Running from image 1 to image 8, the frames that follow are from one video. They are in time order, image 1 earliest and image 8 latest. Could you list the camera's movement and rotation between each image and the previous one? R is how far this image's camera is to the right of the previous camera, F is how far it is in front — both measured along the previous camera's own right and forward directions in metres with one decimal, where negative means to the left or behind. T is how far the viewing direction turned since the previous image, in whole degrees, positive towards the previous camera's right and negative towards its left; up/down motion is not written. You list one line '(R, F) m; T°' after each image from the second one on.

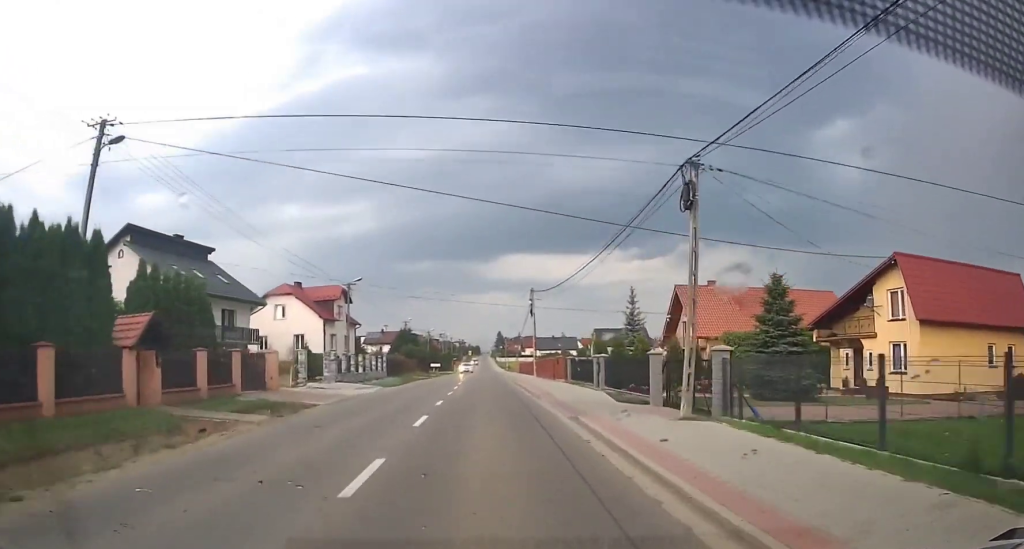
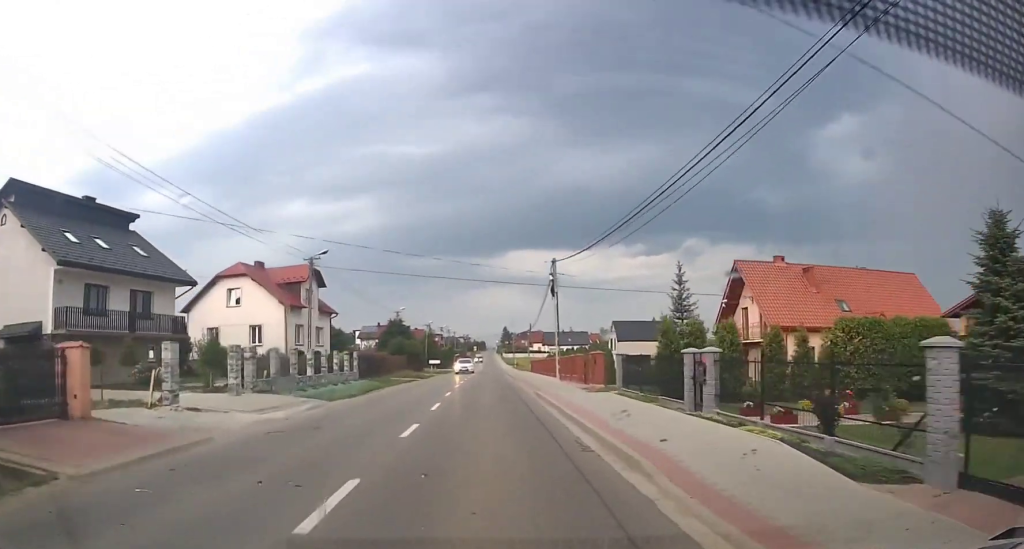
(0.0, +13.5) m; -1°
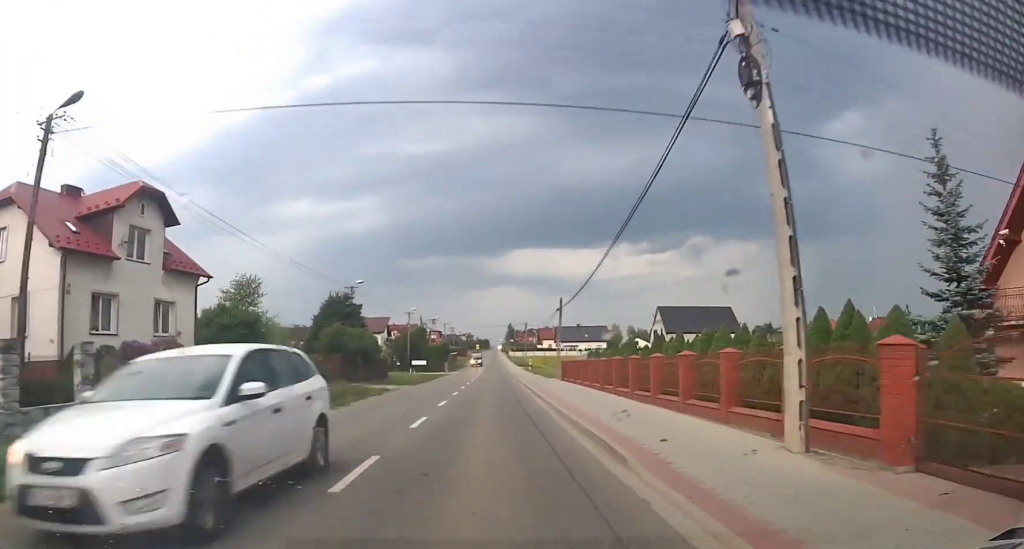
(-0.4, +27.9) m; -1°
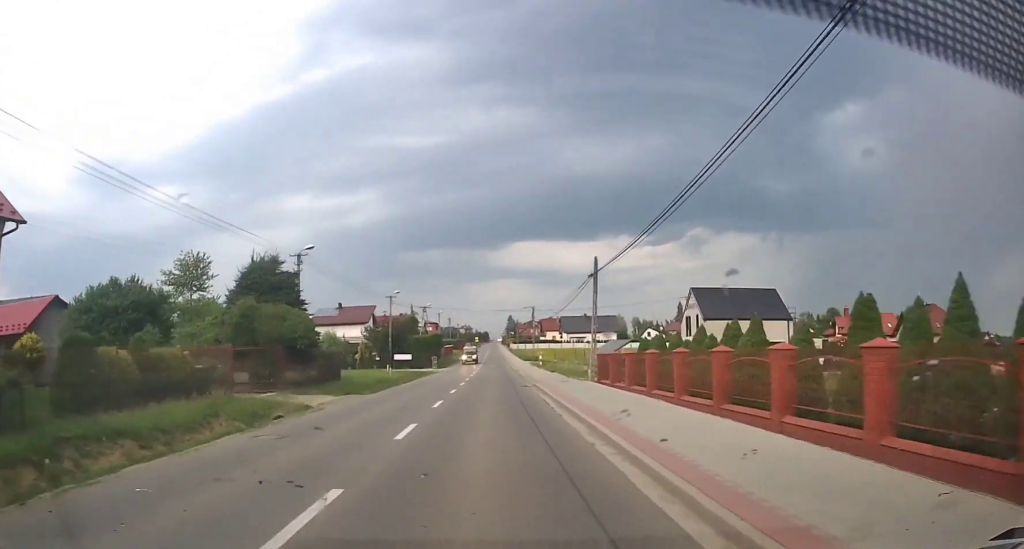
(-0.1, +14.2) m; 0°
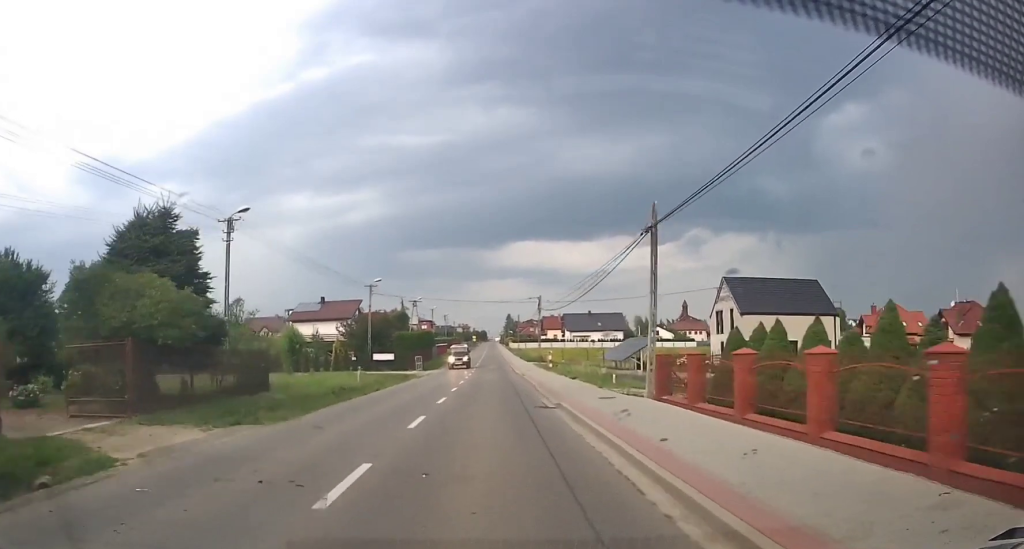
(+0.1, +10.9) m; 0°
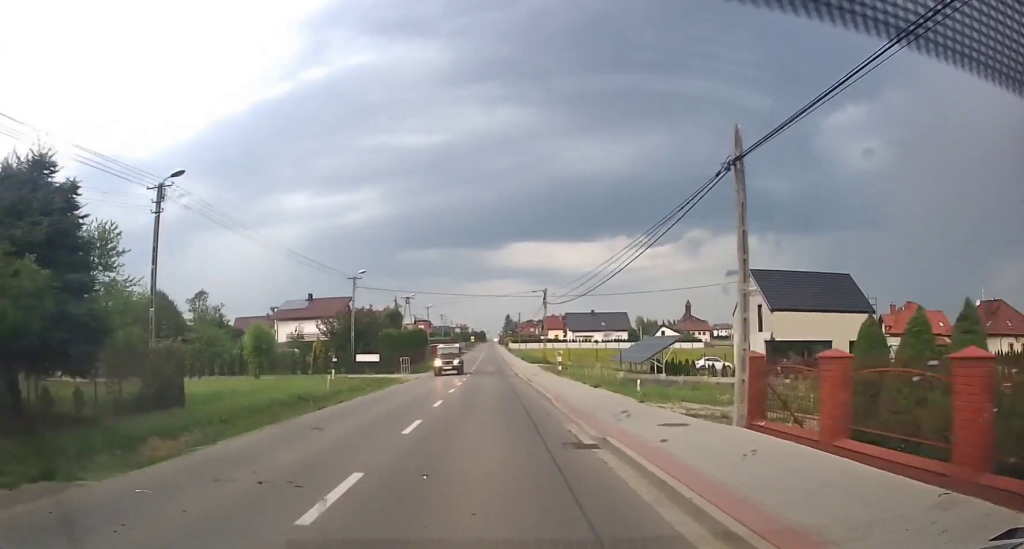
(+0.1, +6.5) m; 0°
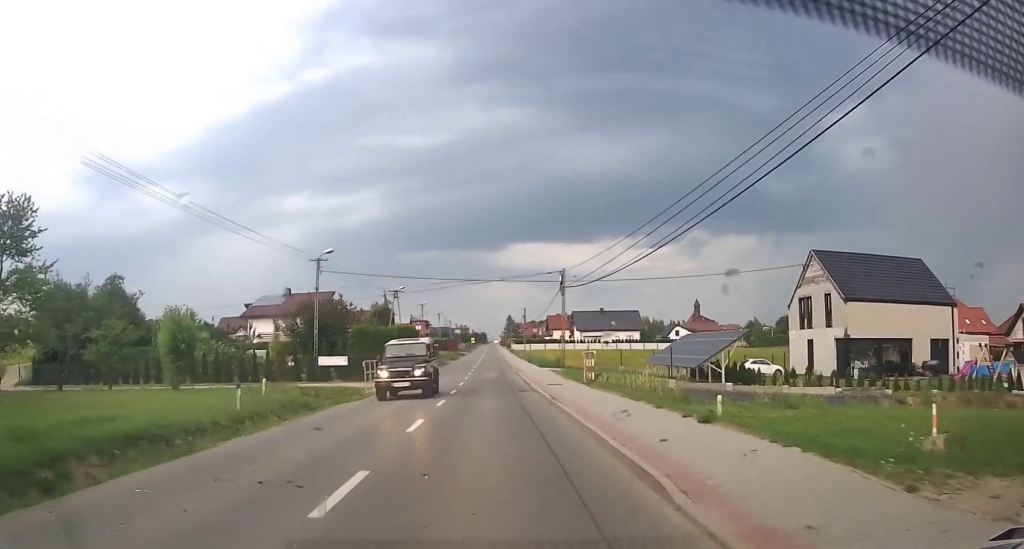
(-0.1, +10.9) m; 0°
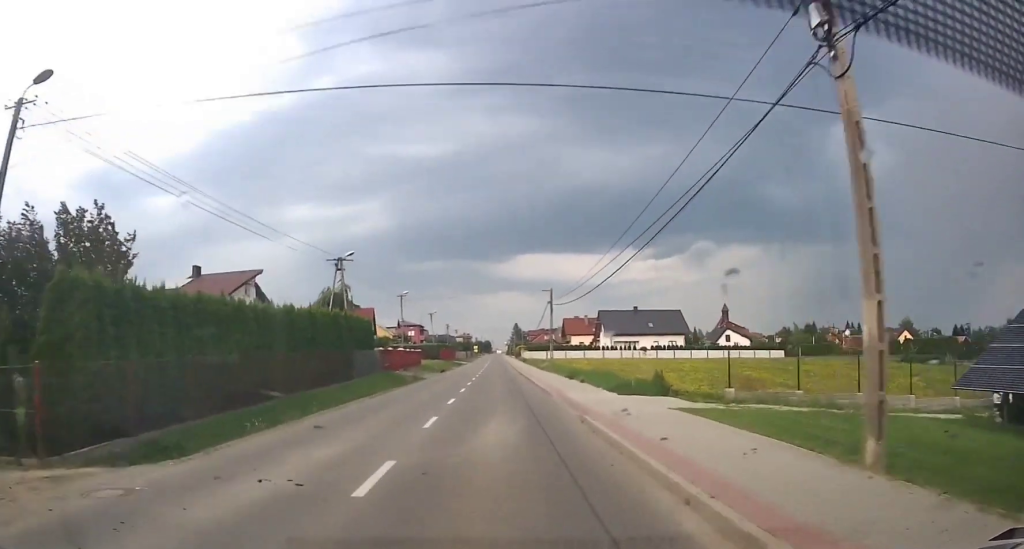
(+0.1, +29.0) m; 0°
